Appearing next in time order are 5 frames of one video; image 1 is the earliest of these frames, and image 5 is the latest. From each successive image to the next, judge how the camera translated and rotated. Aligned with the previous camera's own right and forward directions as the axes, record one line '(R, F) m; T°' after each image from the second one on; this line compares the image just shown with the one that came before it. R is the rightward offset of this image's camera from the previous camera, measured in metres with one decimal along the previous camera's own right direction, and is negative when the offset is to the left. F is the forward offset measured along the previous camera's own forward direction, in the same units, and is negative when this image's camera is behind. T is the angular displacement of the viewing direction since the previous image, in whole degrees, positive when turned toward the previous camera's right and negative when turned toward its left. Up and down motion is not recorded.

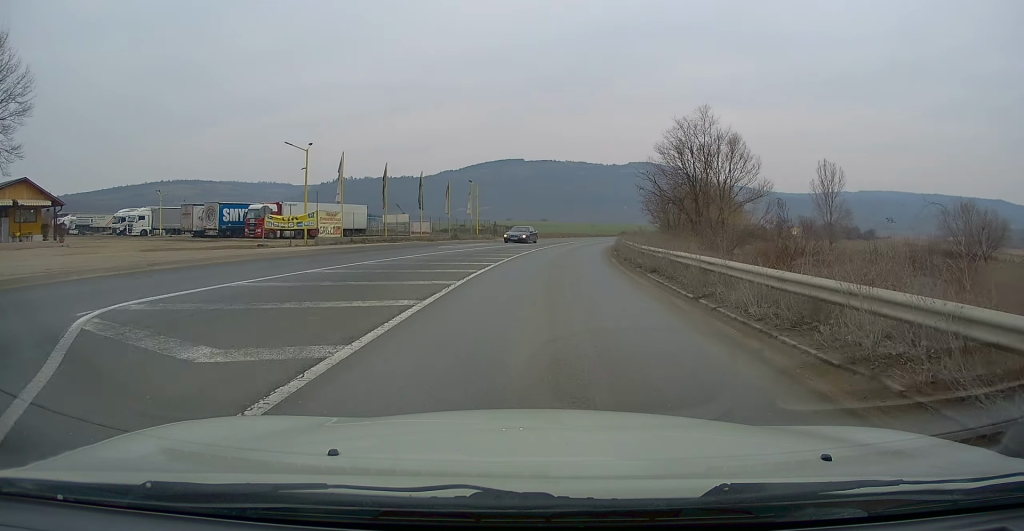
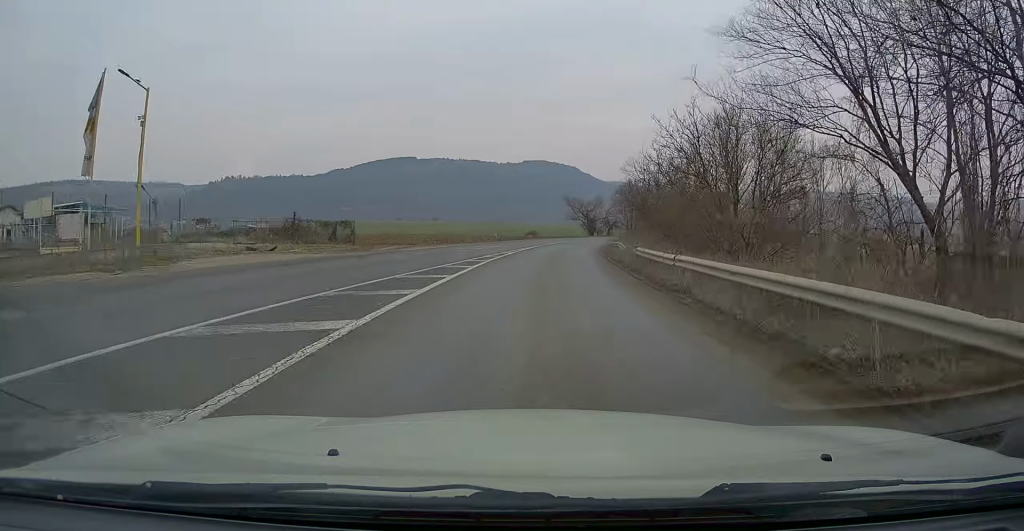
(+3.5, +44.8) m; +9°
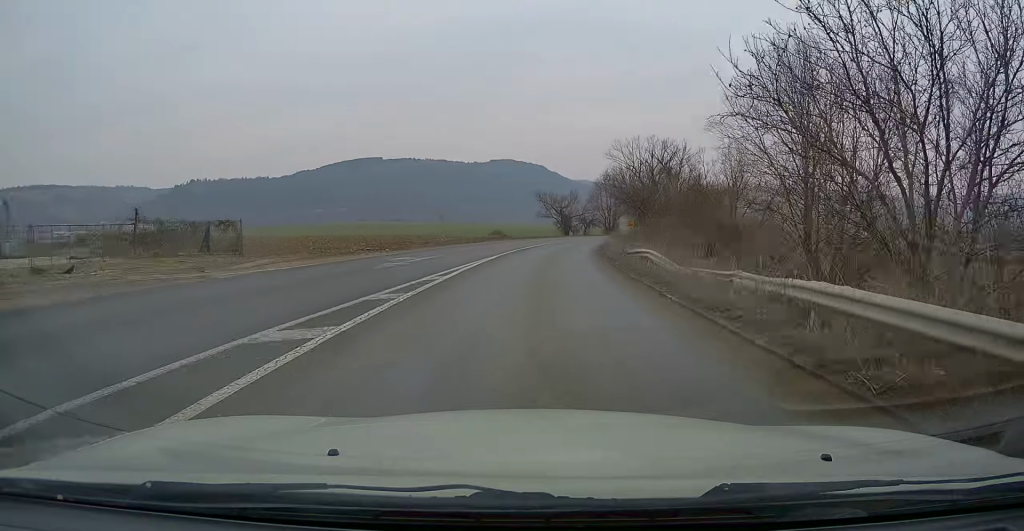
(+0.5, +14.7) m; +3°
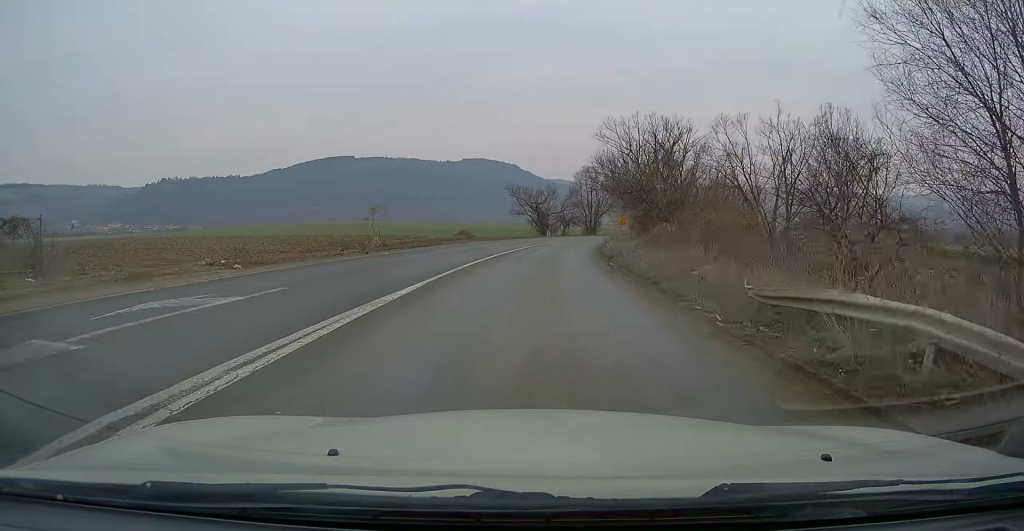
(+0.2, +13.6) m; +2°
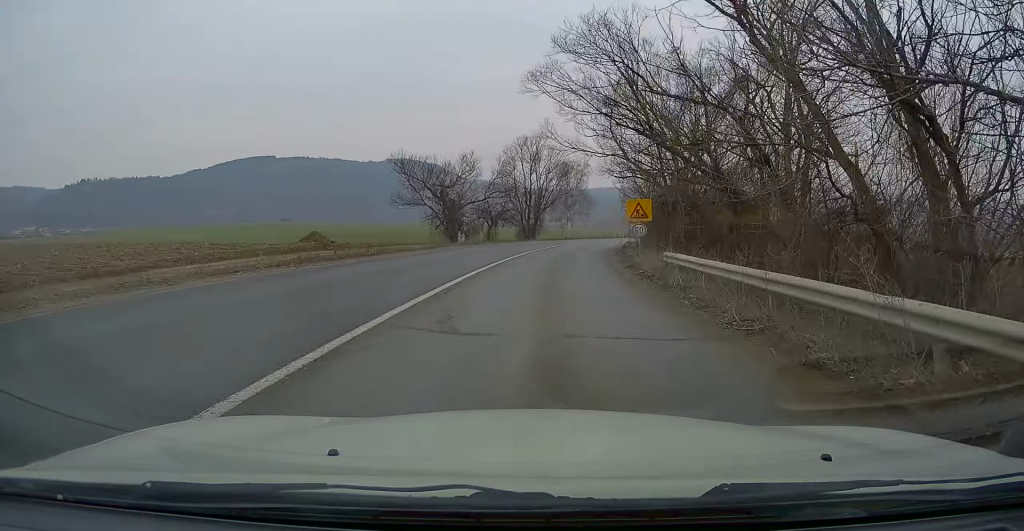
(+2.2, +38.1) m; +7°
